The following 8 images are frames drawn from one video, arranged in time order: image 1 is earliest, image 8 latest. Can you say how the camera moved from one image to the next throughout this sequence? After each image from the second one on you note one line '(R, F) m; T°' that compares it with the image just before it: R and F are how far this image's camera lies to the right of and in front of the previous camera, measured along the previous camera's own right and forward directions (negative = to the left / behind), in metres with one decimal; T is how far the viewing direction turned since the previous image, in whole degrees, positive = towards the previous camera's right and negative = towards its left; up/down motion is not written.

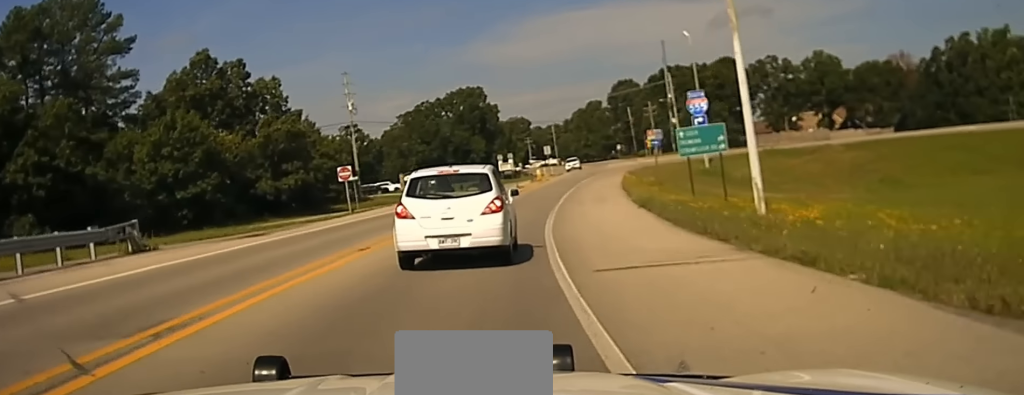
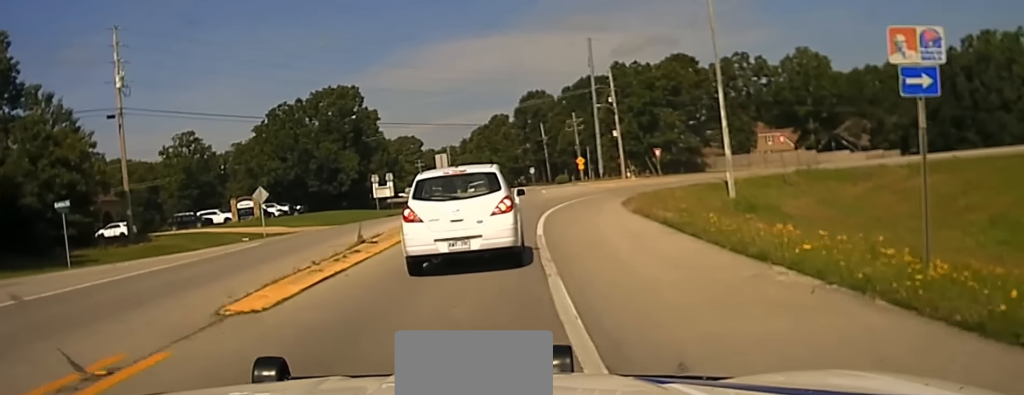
(+2.0, +34.6) m; +9°
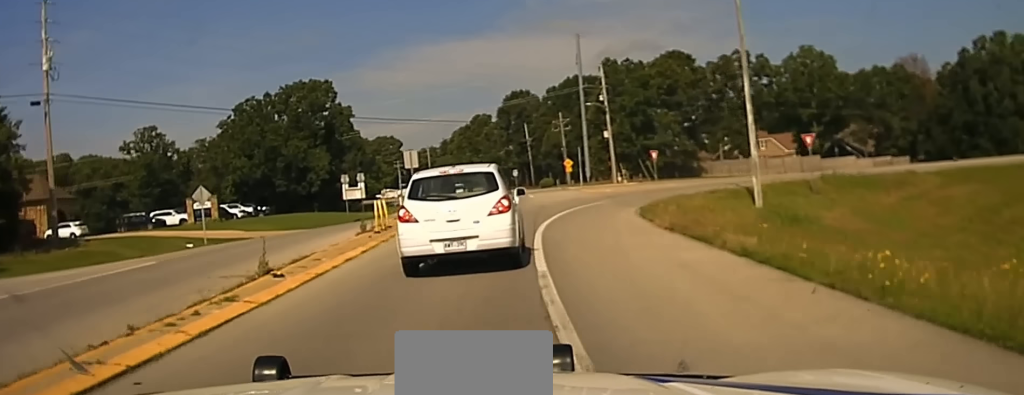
(+0.2, +7.5) m; +1°
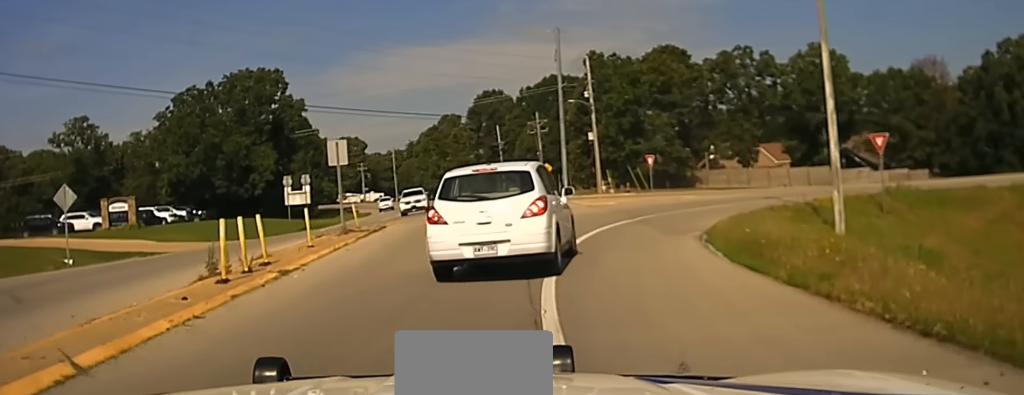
(+0.2, +11.7) m; +3°
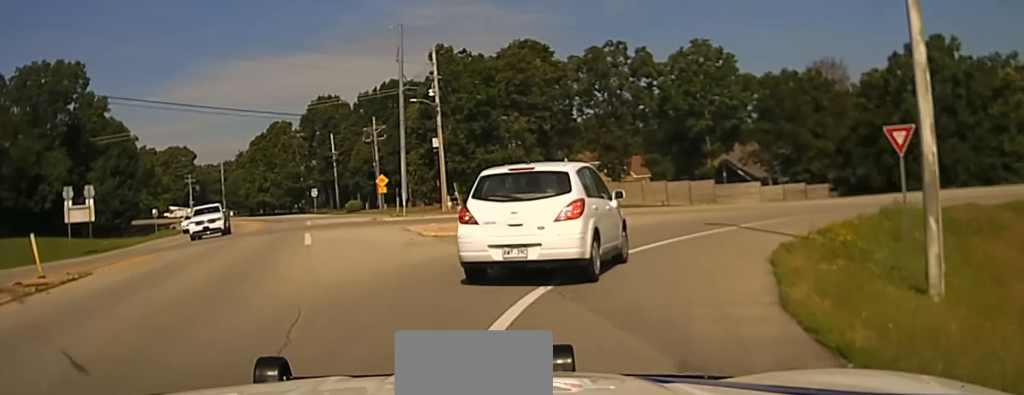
(+0.5, +14.2) m; +10°
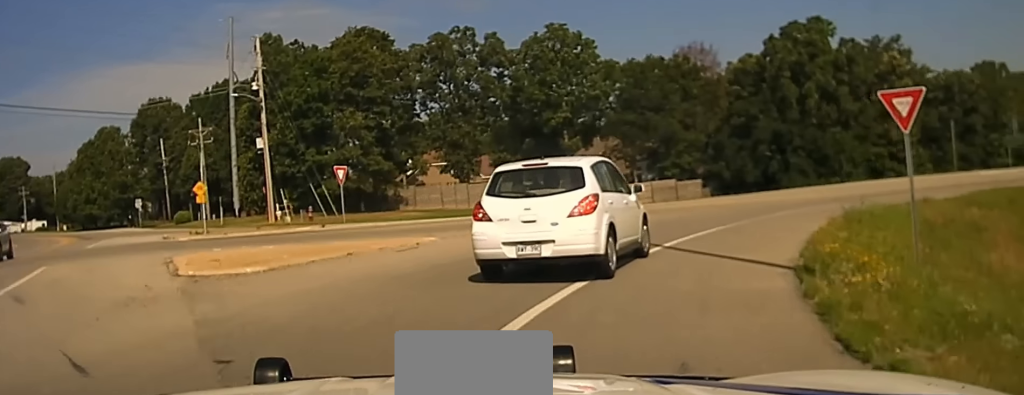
(+0.6, +8.7) m; +10°
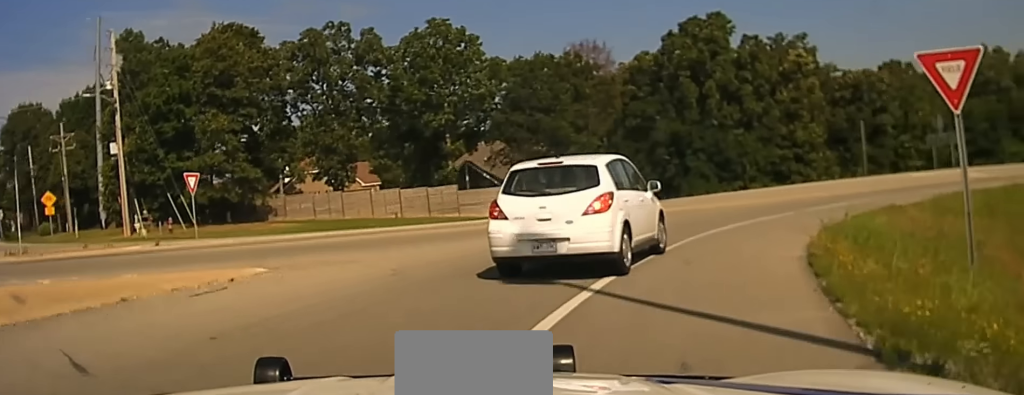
(+0.7, +5.7) m; +9°
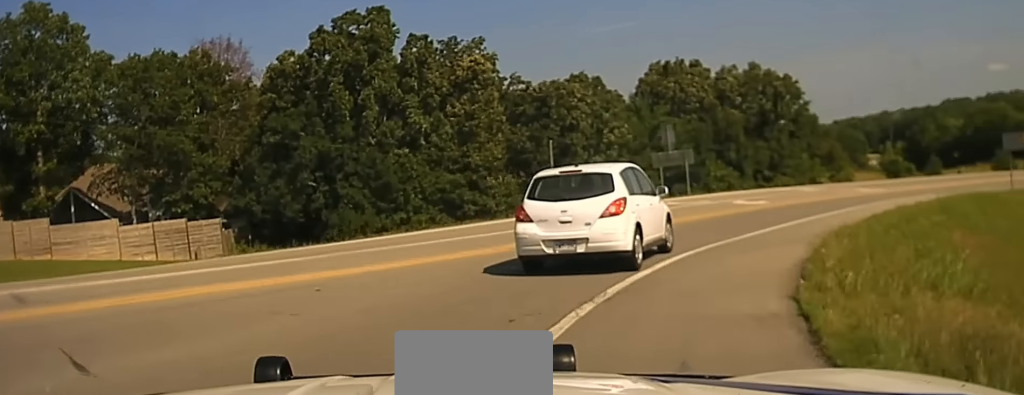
(+3.2, +14.8) m; +21°
